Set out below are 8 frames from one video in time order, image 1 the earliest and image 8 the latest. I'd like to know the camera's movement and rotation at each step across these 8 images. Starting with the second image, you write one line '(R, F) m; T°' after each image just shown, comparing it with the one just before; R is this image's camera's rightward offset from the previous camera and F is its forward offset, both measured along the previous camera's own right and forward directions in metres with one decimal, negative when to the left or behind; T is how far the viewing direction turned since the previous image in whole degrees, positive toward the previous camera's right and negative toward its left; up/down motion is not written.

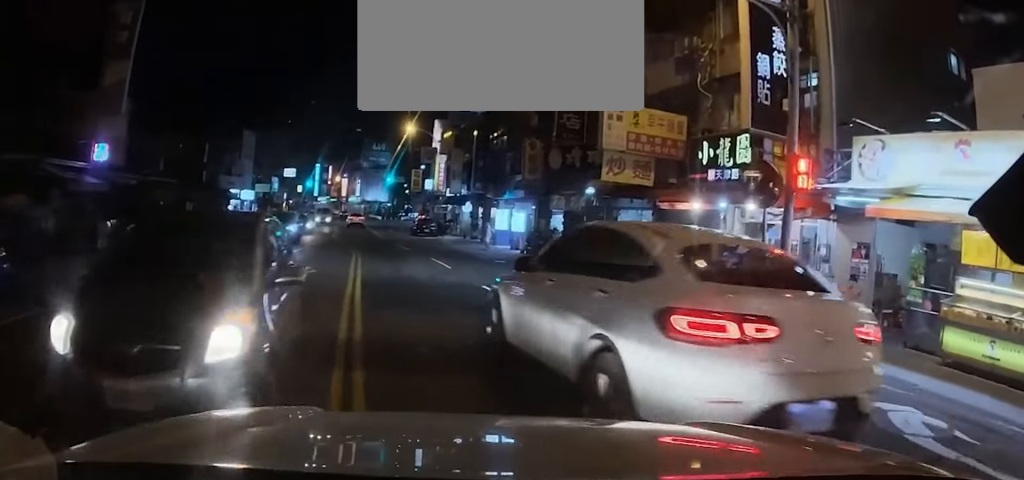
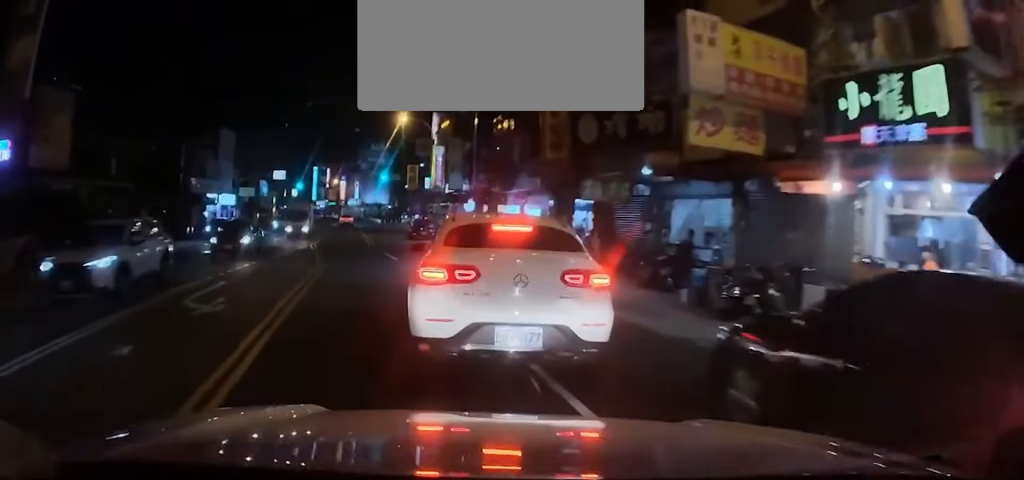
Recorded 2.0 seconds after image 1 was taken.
(0.0, +4.6) m; -12°
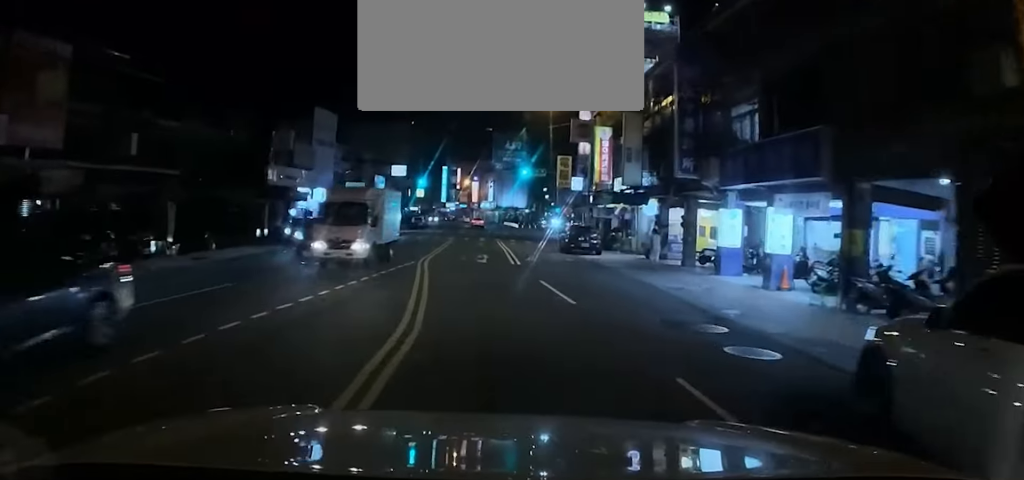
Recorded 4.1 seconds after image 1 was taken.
(-0.4, +6.7) m; -2°
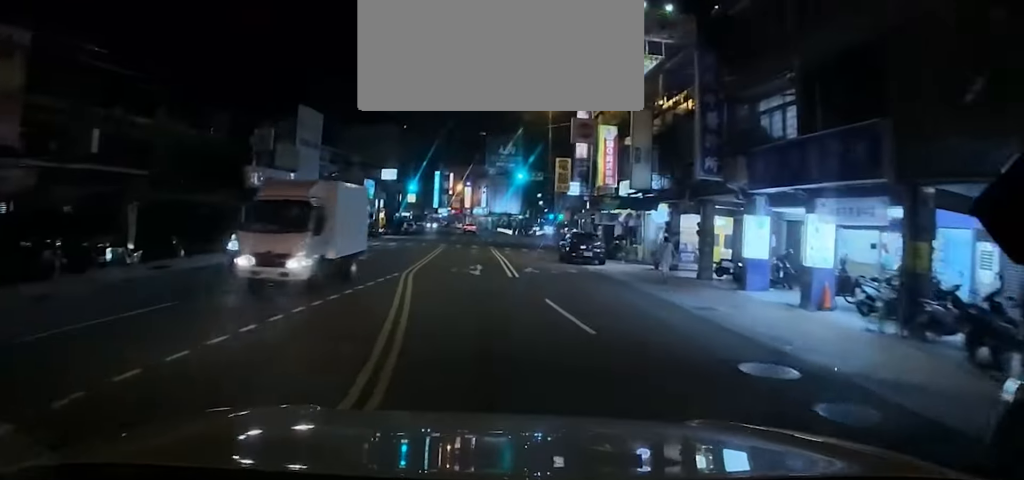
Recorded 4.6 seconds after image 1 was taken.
(0.0, +2.0) m; 0°
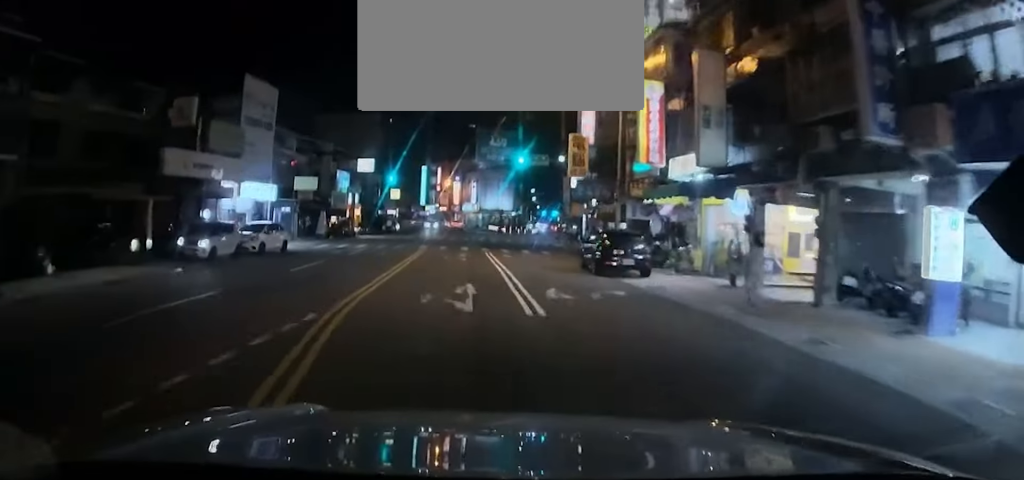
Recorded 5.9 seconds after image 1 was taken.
(0.0, +7.2) m; +1°
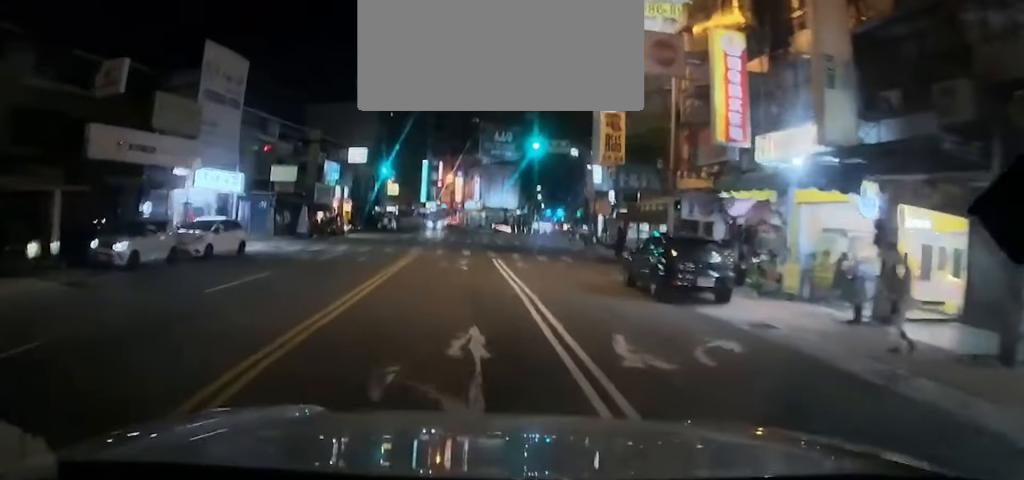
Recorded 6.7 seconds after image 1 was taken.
(+0.1, +5.5) m; 0°
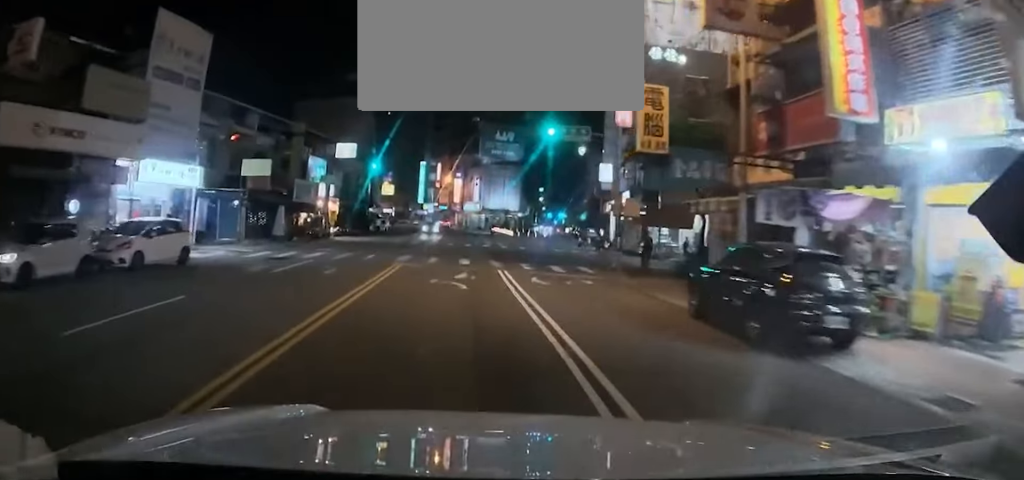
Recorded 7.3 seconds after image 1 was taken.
(+0.1, +4.3) m; -1°
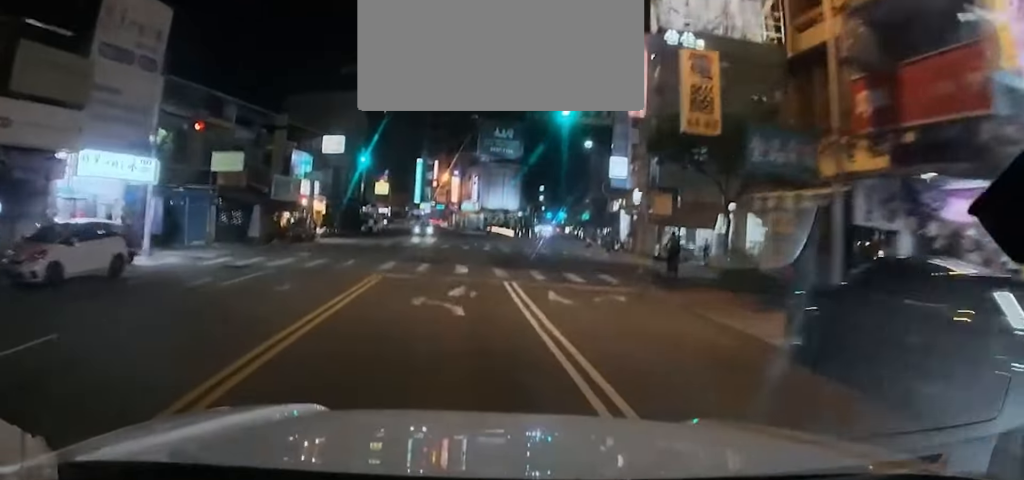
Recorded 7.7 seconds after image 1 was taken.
(-0.1, +3.4) m; -1°
